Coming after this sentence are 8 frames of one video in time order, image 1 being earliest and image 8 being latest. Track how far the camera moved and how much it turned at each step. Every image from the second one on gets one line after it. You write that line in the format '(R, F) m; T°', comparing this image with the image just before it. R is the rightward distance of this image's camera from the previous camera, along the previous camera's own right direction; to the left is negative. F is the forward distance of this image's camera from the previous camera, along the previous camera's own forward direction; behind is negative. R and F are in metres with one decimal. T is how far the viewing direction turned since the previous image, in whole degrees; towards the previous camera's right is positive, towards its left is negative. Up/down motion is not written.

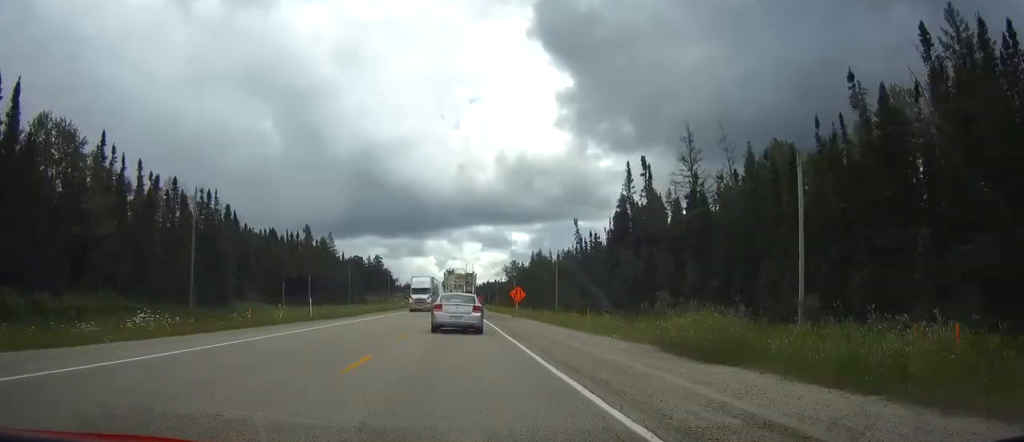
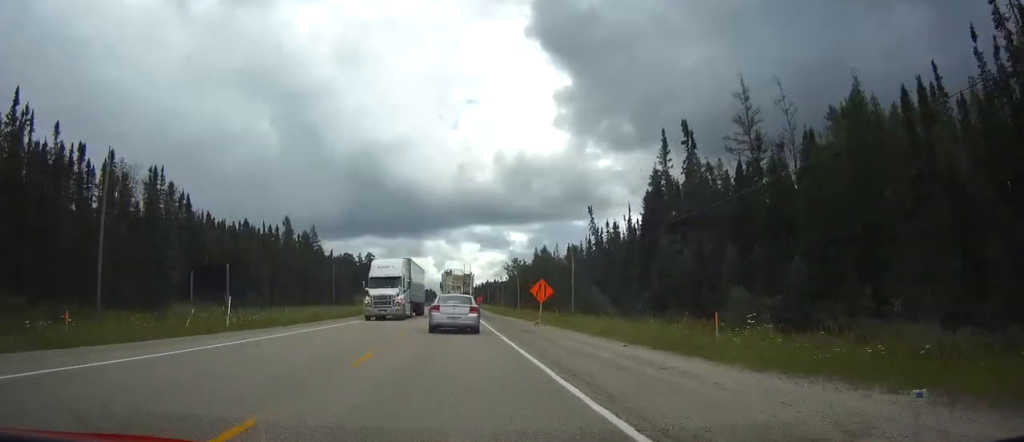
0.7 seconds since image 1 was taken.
(0.0, +16.7) m; 0°
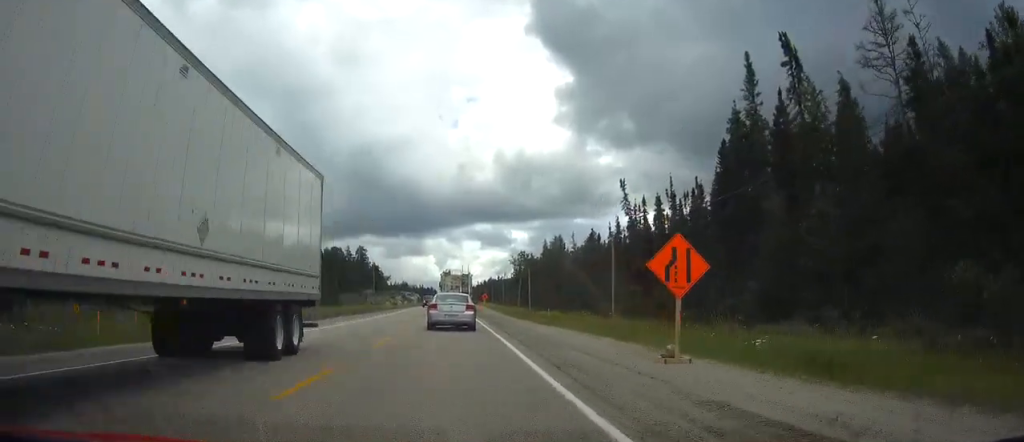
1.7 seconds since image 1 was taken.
(-0.1, +23.0) m; 0°
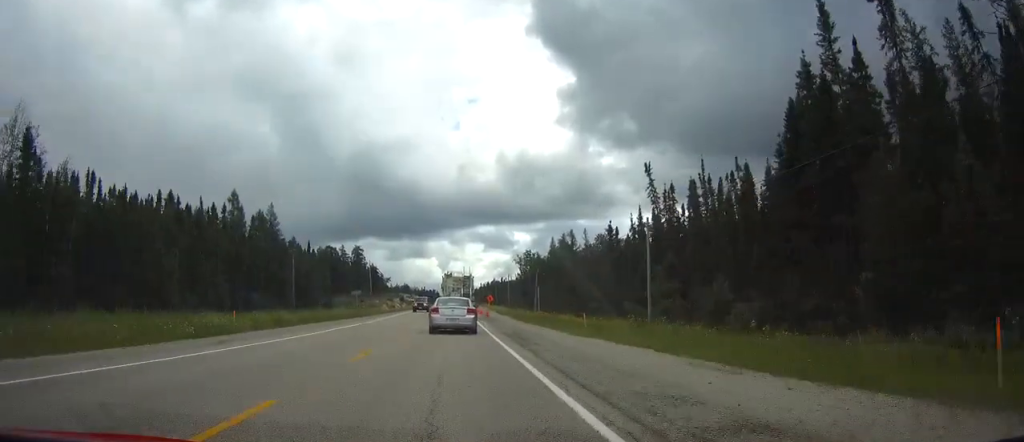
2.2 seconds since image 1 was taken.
(0.0, +11.9) m; 0°
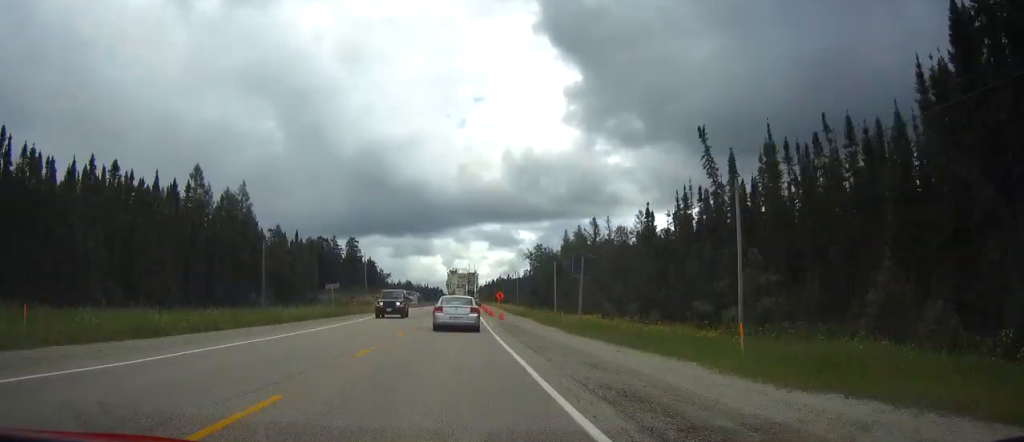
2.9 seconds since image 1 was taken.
(-0.1, +17.4) m; 0°
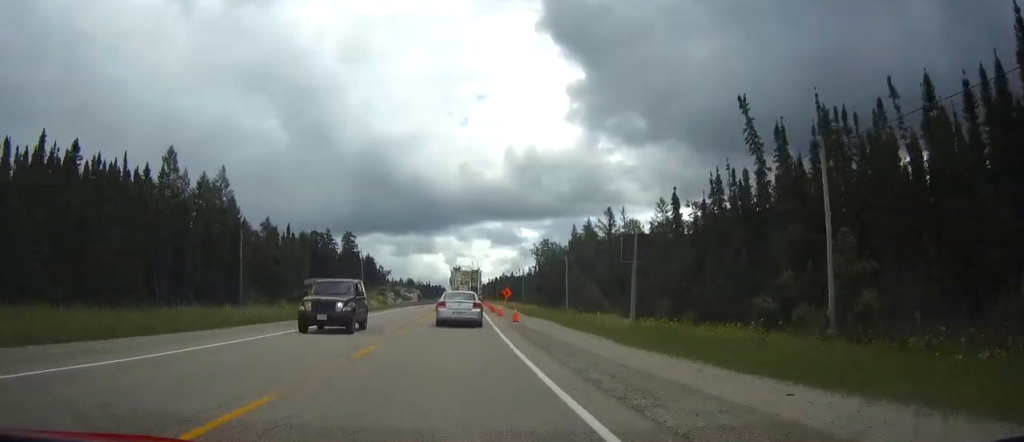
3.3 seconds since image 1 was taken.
(0.0, +9.5) m; 0°
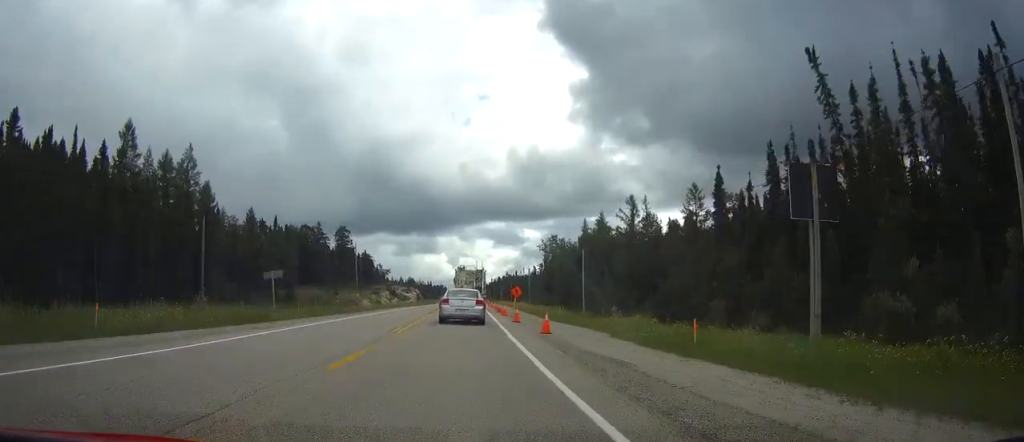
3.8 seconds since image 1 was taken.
(0.0, +11.9) m; 0°
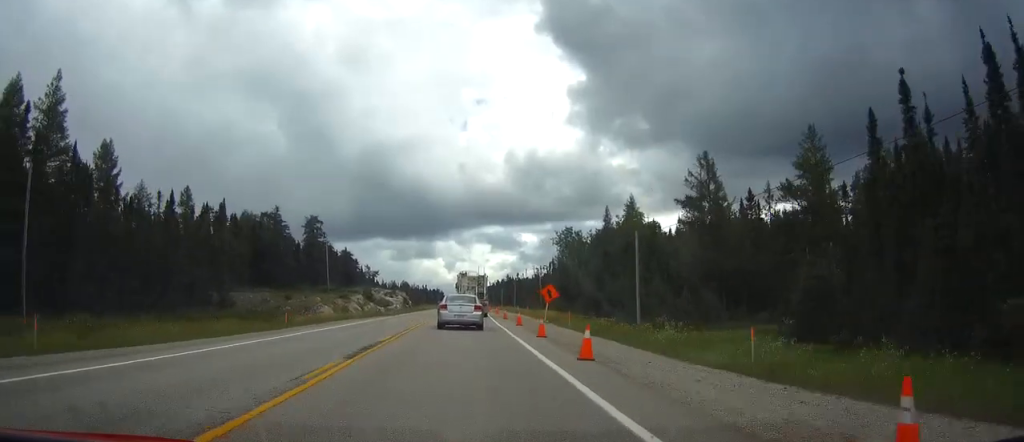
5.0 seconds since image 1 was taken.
(0.0, +28.0) m; 0°
